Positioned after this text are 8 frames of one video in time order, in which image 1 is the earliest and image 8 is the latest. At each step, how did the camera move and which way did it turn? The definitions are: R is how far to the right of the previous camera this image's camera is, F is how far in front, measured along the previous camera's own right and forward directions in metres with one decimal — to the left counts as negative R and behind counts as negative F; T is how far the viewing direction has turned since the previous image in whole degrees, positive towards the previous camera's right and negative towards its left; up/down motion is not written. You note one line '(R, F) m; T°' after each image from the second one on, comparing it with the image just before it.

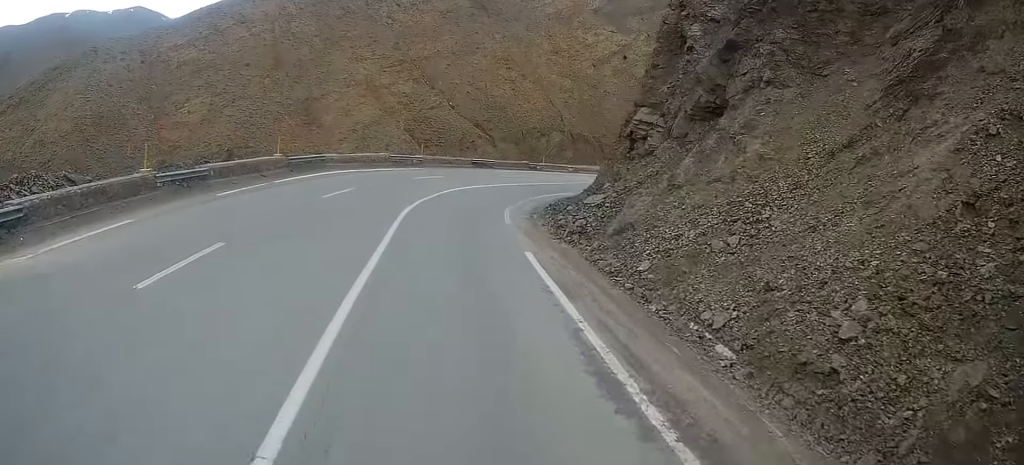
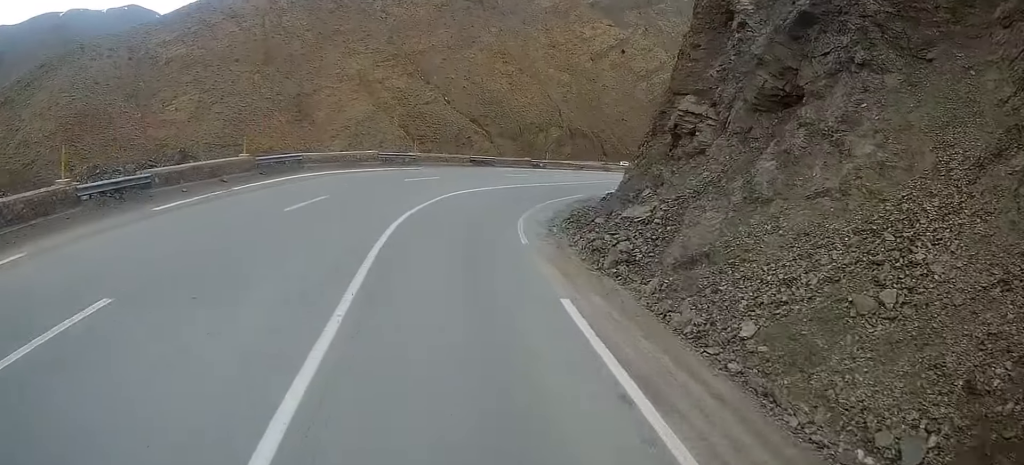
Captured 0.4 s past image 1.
(+0.1, +4.8) m; +2°
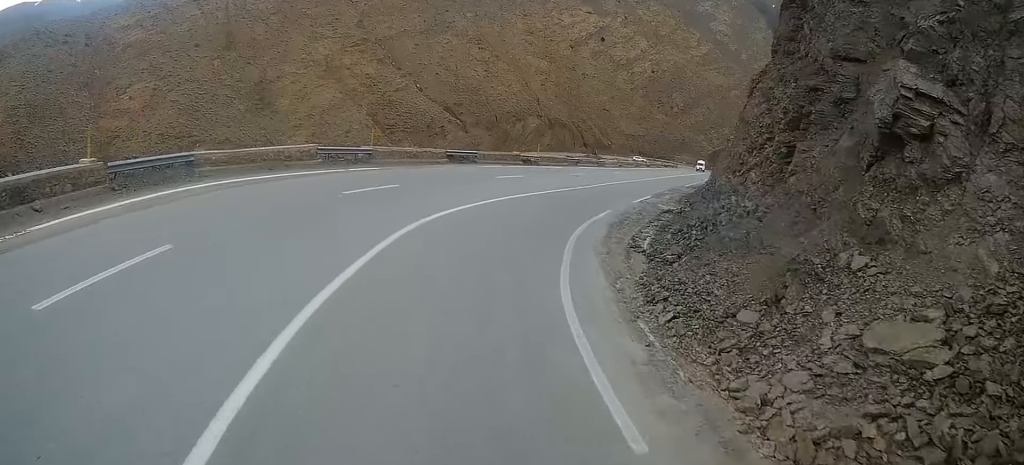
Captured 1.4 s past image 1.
(+0.3, +10.9) m; +5°
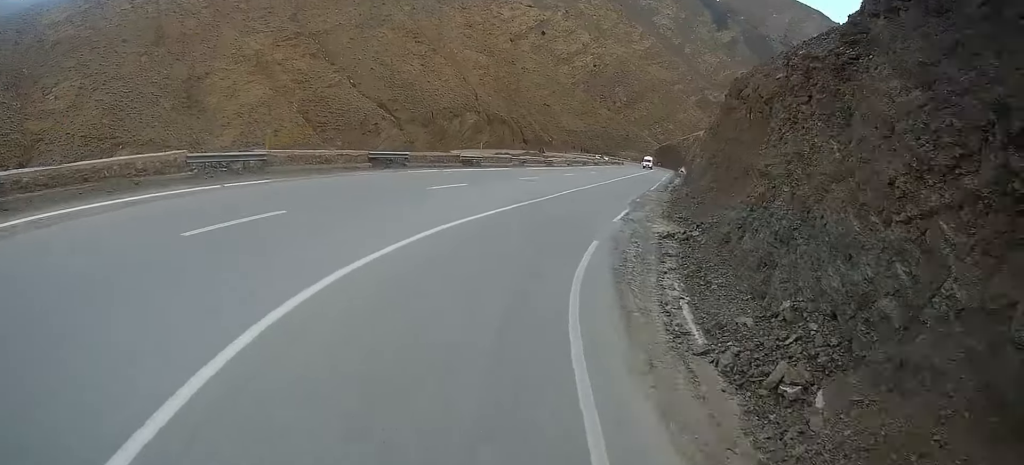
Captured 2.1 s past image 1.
(+0.3, +7.4) m; +4°
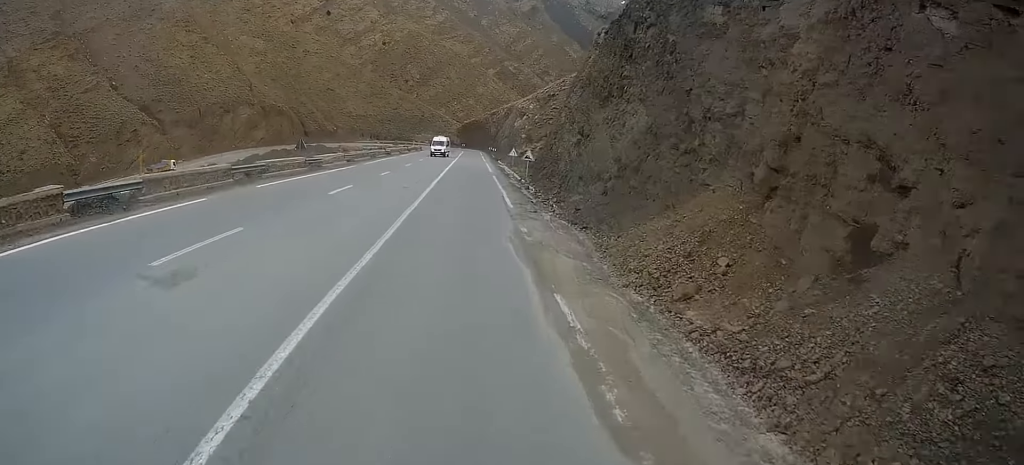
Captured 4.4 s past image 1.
(+2.8, +24.4) m; +14°
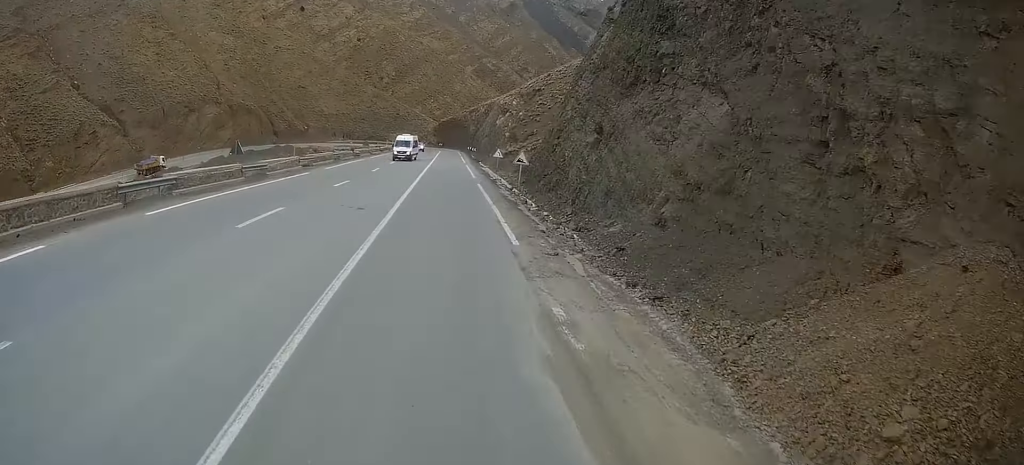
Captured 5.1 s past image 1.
(+0.3, +8.1) m; +3°
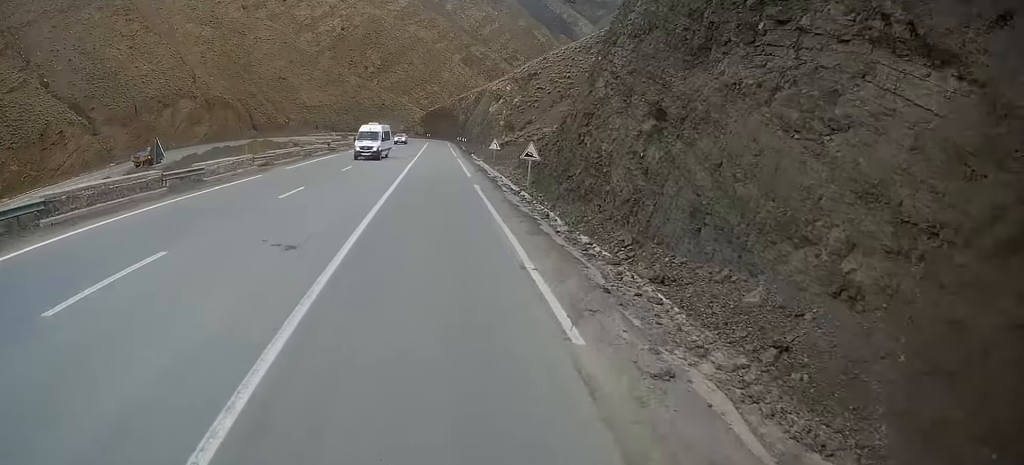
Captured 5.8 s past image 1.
(+0.4, +7.8) m; +1°
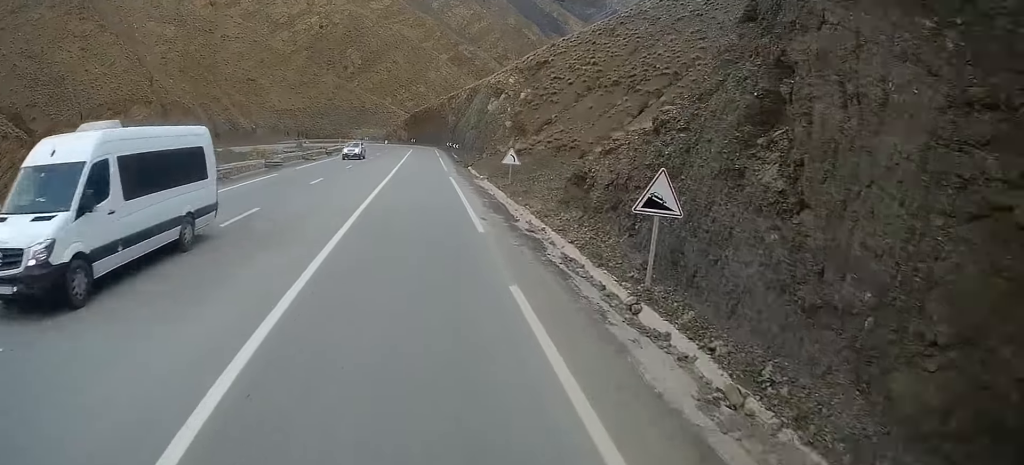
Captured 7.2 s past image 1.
(-0.2, +17.6) m; +1°
